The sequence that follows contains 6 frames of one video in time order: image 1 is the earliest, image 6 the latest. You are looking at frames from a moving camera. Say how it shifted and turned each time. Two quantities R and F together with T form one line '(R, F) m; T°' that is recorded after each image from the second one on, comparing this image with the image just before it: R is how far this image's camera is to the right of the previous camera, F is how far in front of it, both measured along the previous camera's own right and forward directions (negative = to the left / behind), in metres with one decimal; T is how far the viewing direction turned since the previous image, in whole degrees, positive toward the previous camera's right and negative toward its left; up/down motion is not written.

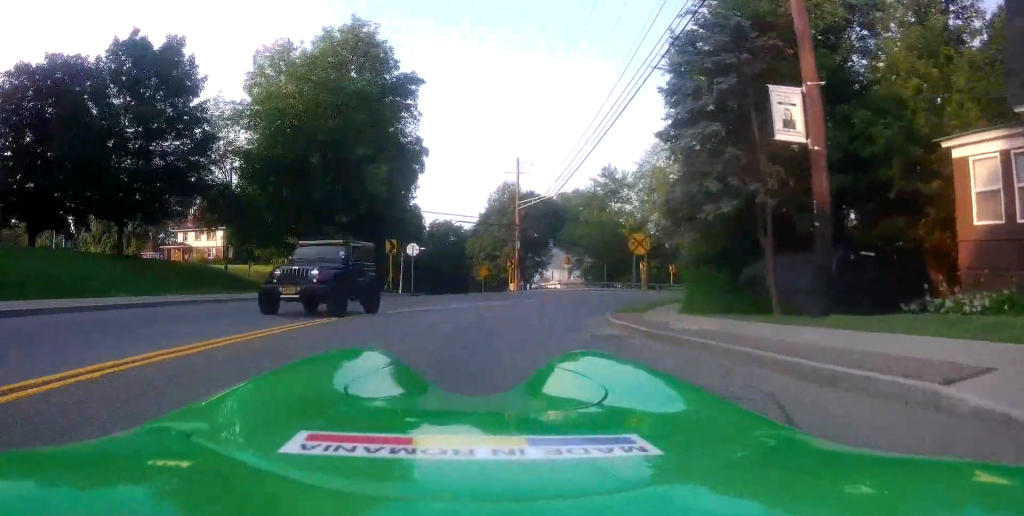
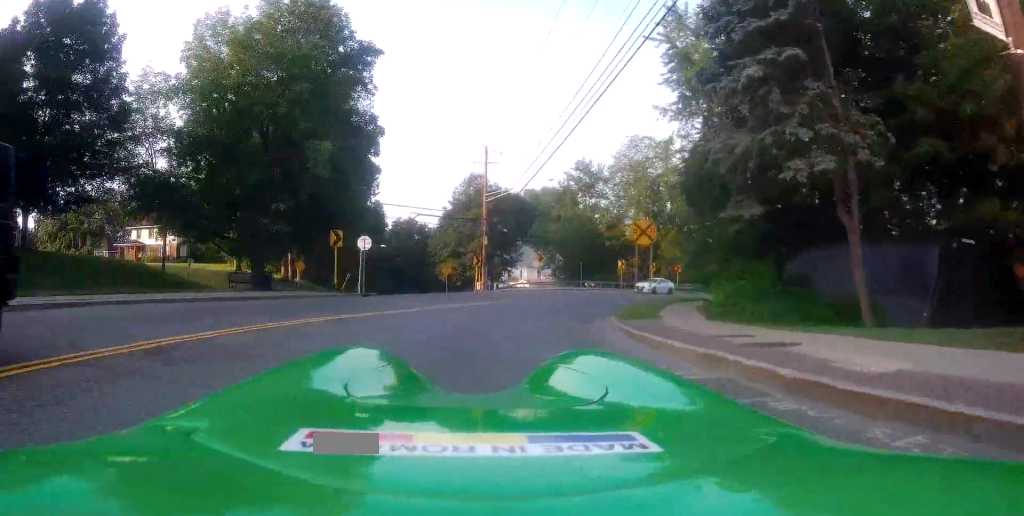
(-0.2, +5.7) m; +2°
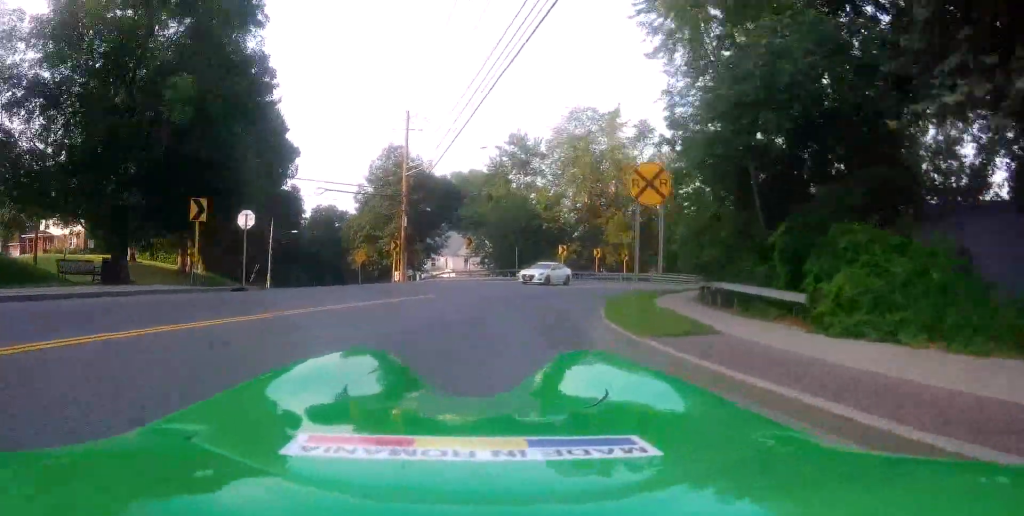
(+0.5, +7.9) m; +6°
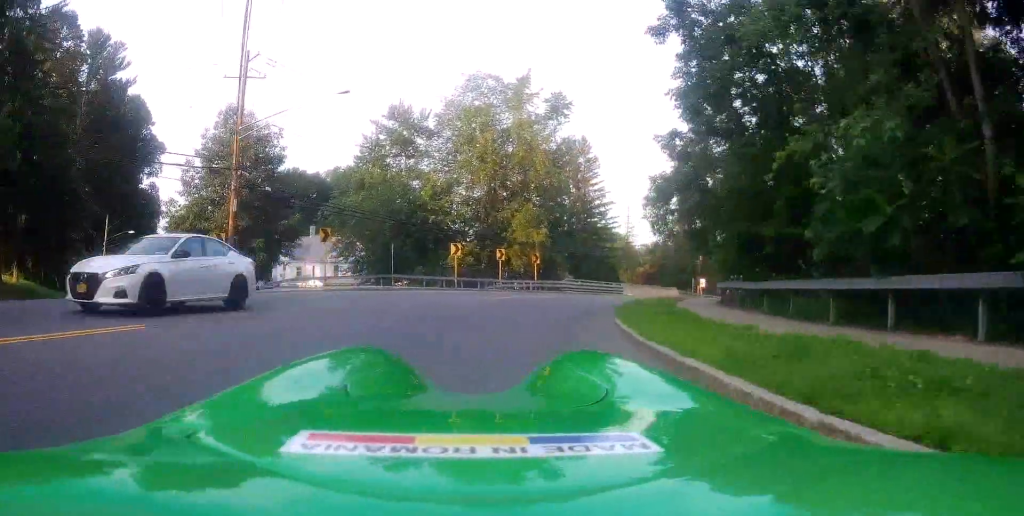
(+1.3, +14.2) m; +9°
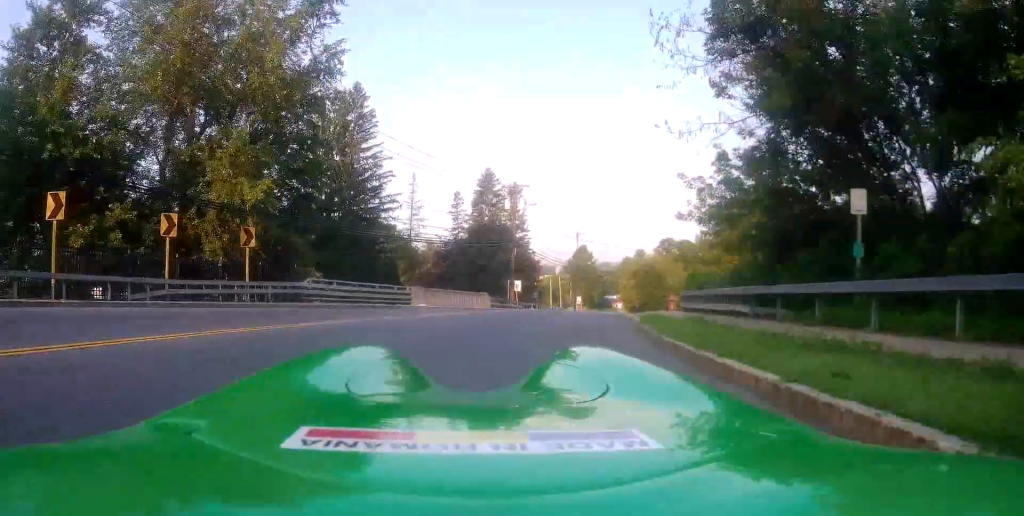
(+3.5, +22.9) m; +24°
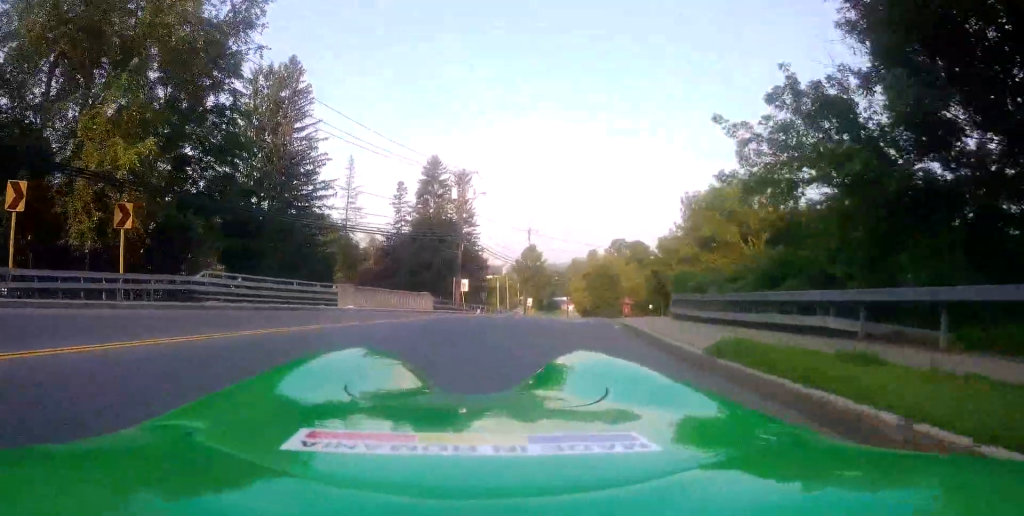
(+0.4, +6.0) m; +9°
